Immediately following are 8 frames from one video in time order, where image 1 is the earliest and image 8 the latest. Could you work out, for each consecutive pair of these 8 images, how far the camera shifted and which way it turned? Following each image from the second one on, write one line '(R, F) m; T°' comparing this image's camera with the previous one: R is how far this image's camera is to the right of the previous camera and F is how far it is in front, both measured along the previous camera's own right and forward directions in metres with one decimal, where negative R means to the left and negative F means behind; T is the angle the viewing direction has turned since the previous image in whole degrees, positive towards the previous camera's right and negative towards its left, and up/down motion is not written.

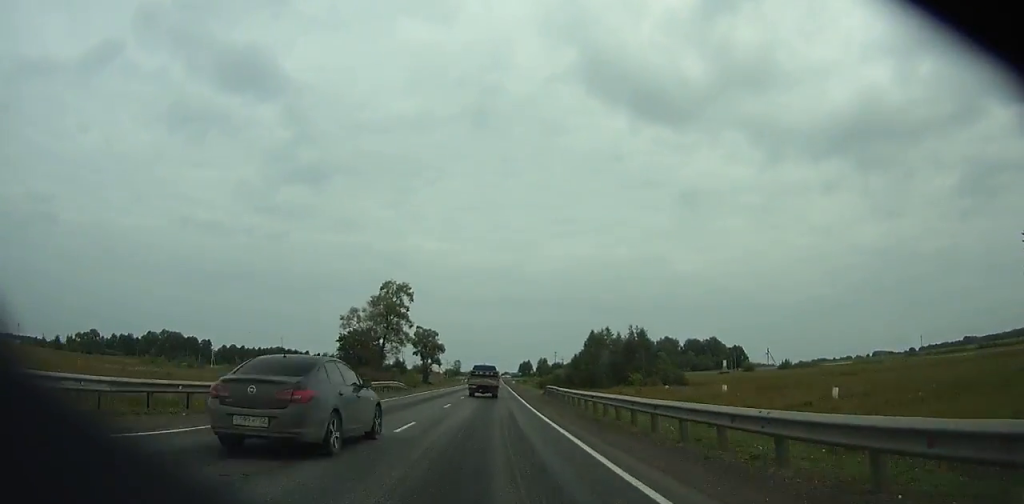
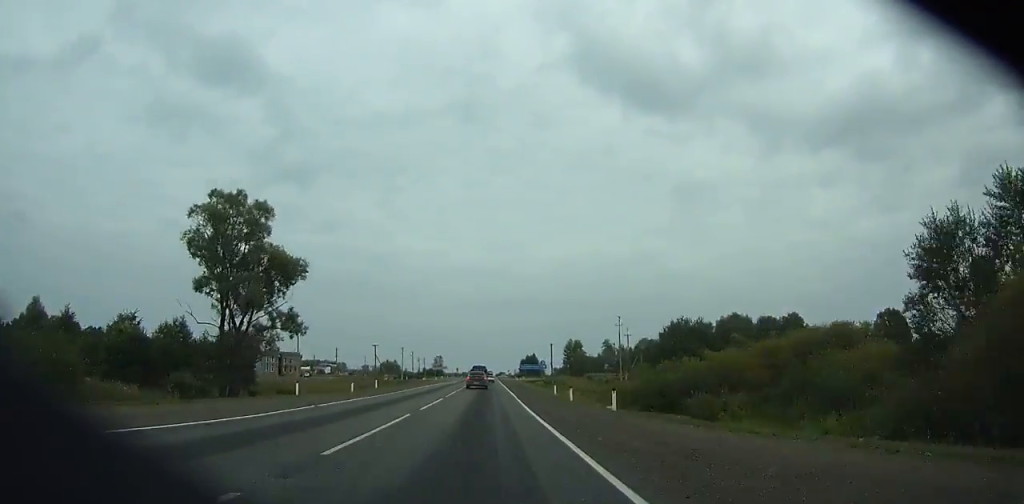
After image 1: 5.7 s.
(+0.5, +122.2) m; 0°
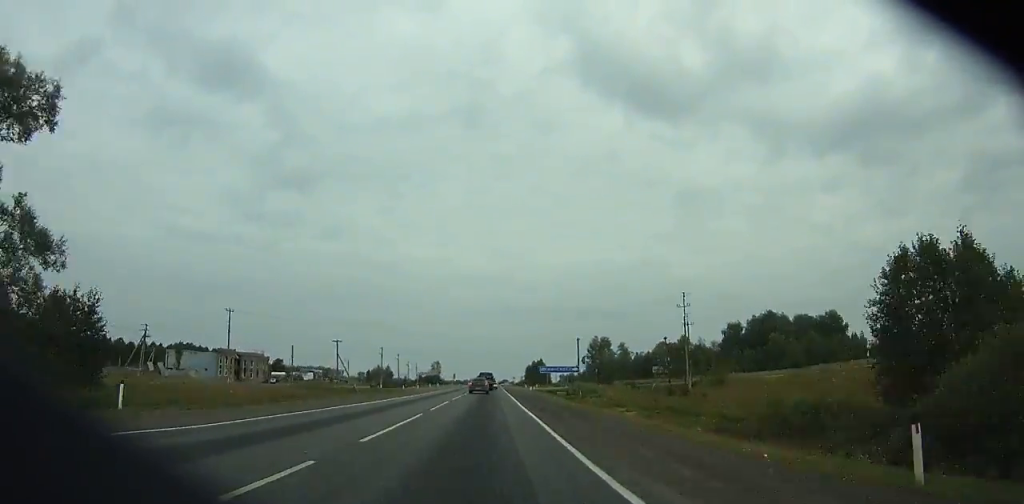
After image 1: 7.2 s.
(+0.1, +32.5) m; 0°
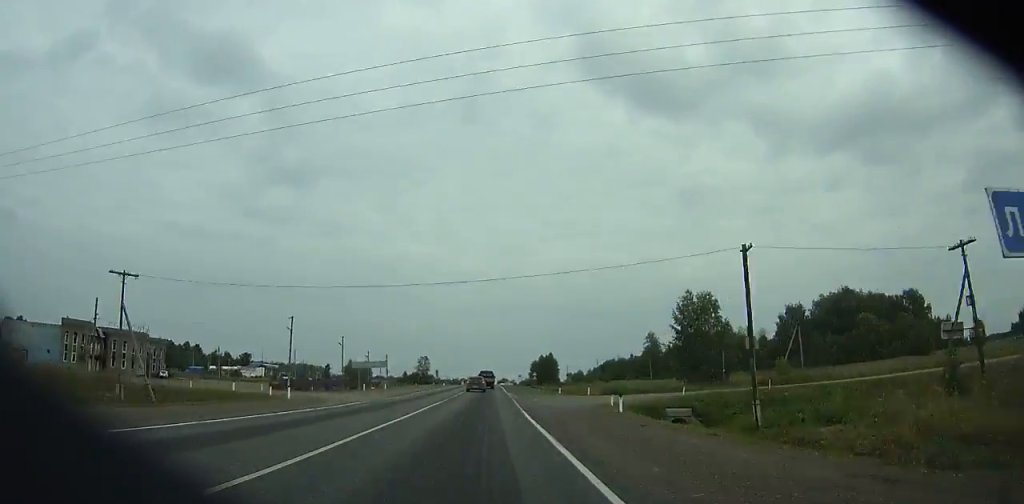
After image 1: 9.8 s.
(+0.1, +56.5) m; 0°
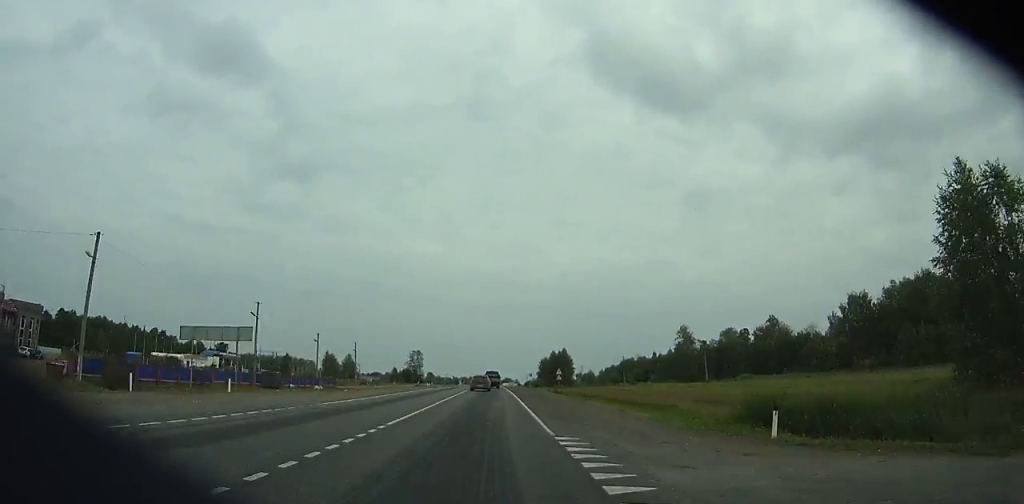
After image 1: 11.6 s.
(0.0, +39.0) m; 0°
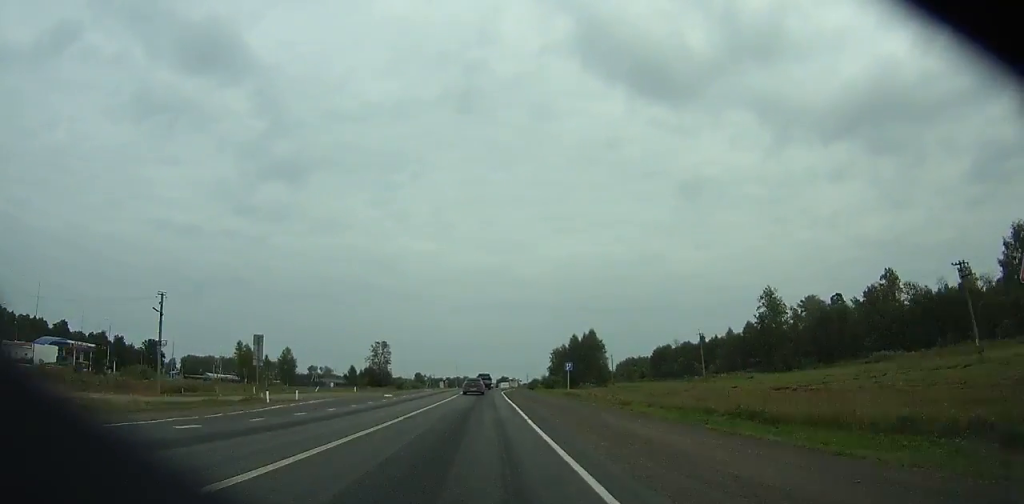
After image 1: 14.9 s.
(-0.3, +71.4) m; 0°
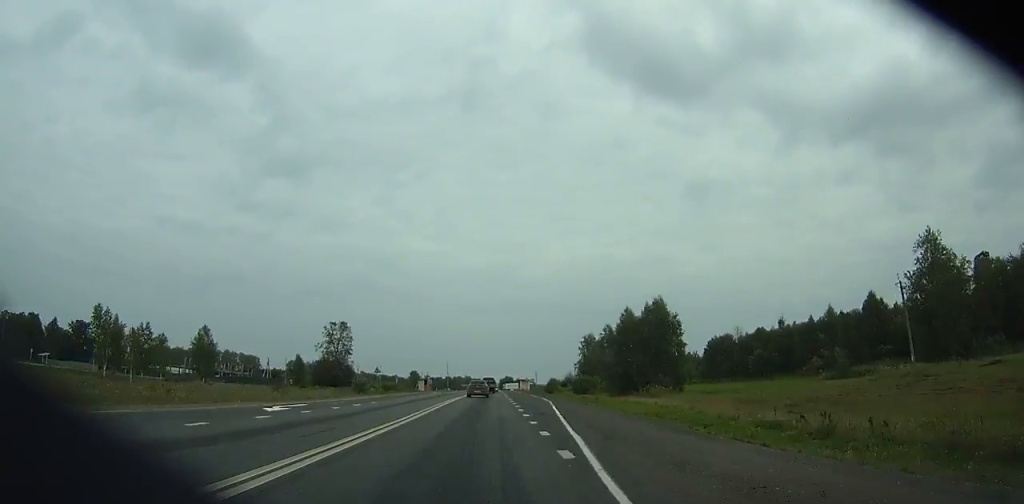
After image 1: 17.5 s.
(0.0, +56.3) m; 0°
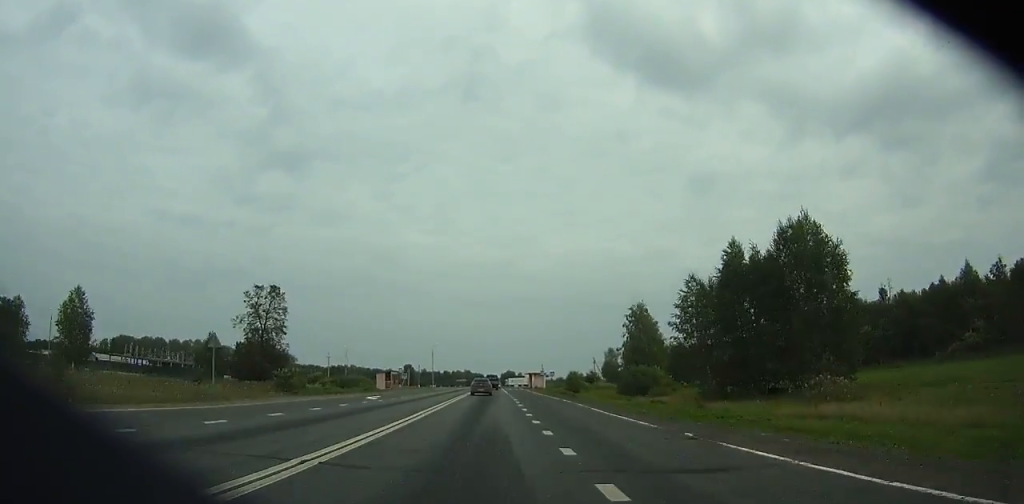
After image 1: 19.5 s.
(+0.1, +43.3) m; 0°
